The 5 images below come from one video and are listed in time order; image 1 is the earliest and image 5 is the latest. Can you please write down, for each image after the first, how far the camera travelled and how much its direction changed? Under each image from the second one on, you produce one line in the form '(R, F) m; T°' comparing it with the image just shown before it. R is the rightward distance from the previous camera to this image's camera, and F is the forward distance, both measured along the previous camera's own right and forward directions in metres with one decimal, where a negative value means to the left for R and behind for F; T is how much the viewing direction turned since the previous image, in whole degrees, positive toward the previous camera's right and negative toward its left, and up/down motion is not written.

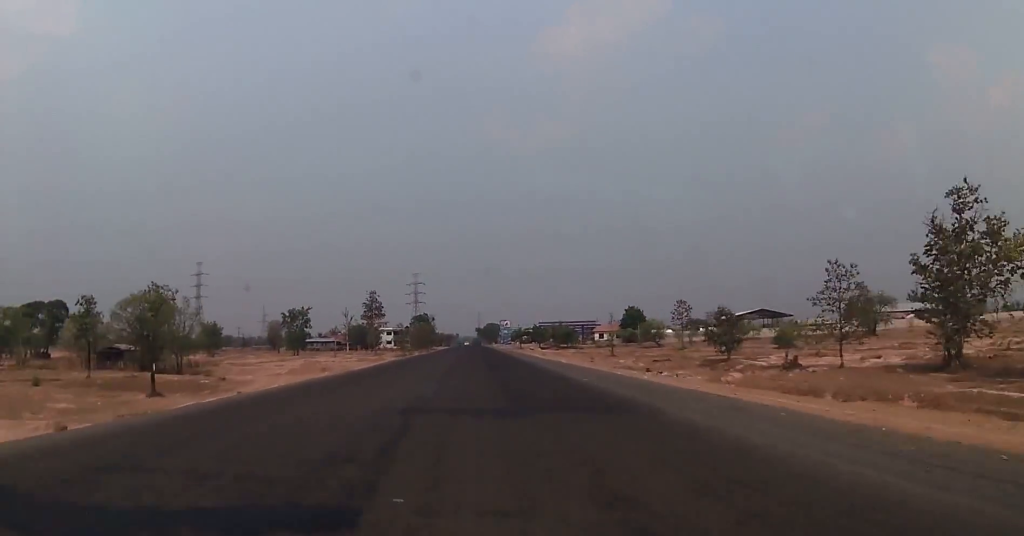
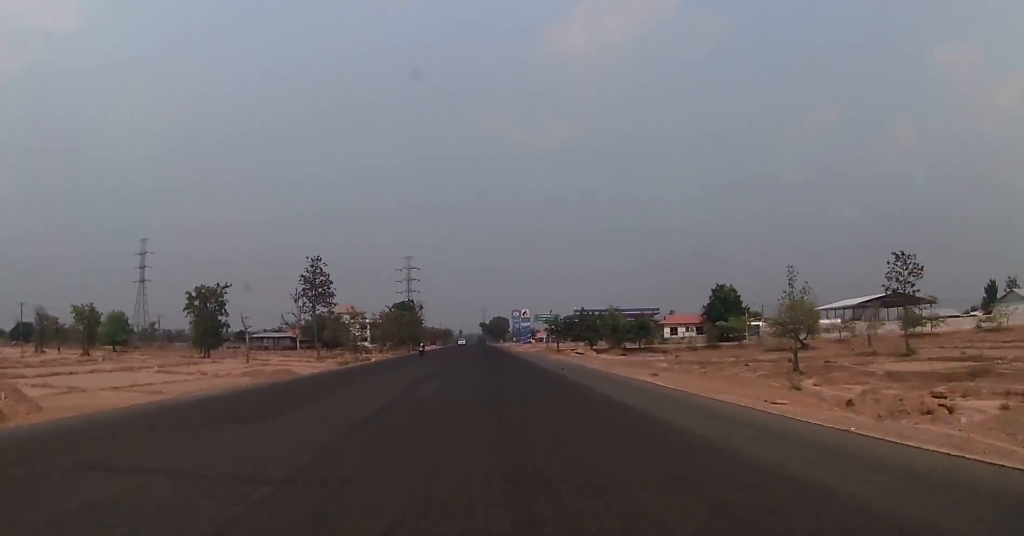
(+0.2, +73.2) m; 0°
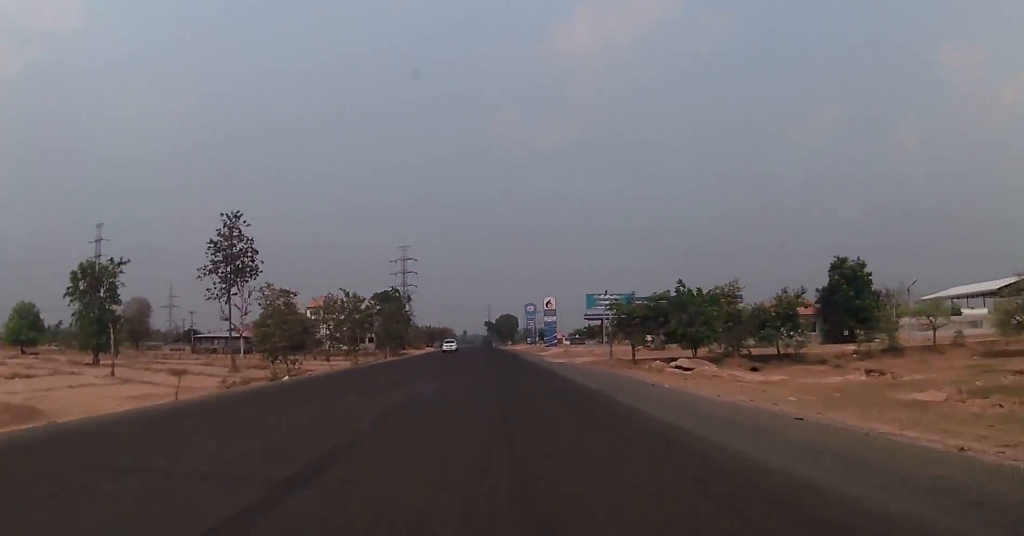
(-0.1, +44.8) m; 0°
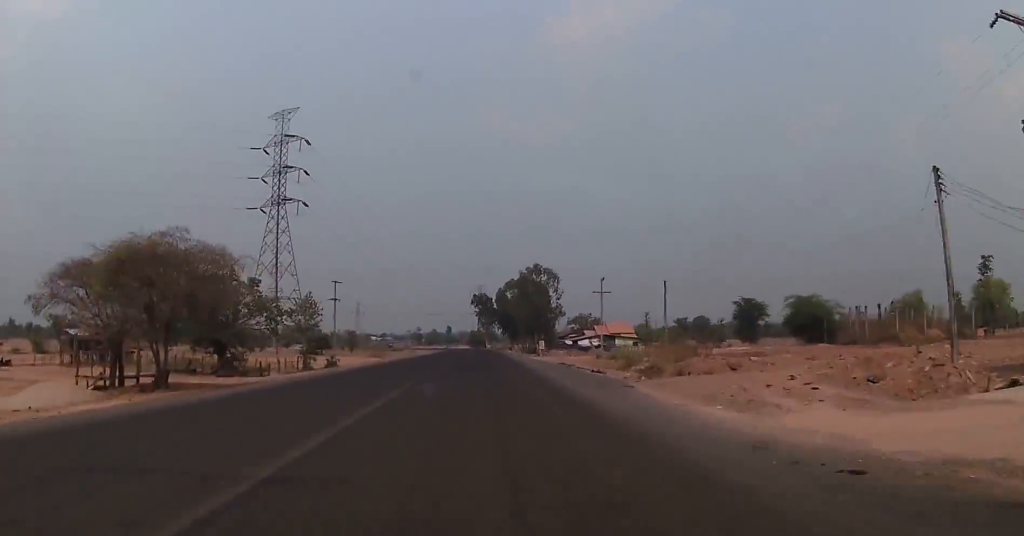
(+0.6, +194.4) m; 0°
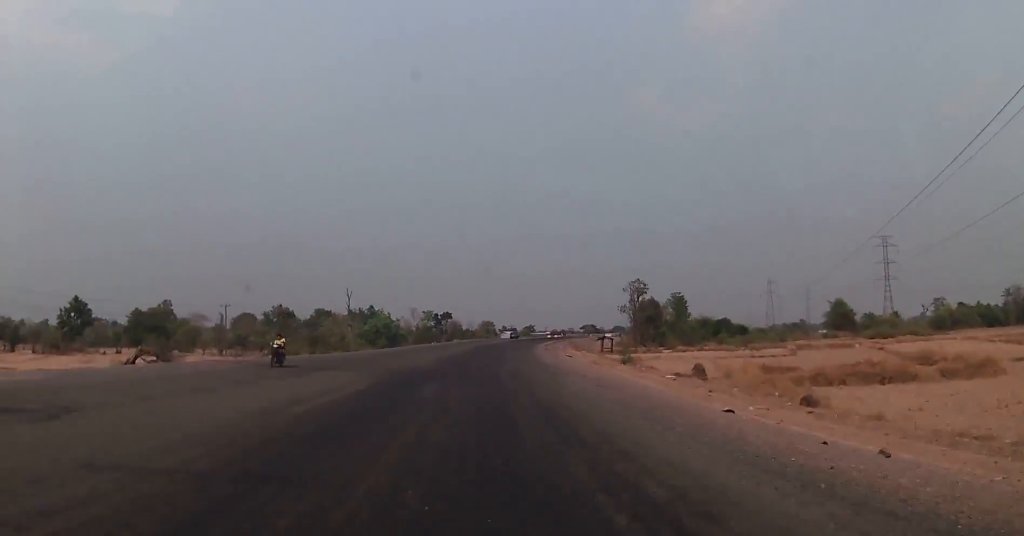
(-60.5, +441.4) m; -12°
